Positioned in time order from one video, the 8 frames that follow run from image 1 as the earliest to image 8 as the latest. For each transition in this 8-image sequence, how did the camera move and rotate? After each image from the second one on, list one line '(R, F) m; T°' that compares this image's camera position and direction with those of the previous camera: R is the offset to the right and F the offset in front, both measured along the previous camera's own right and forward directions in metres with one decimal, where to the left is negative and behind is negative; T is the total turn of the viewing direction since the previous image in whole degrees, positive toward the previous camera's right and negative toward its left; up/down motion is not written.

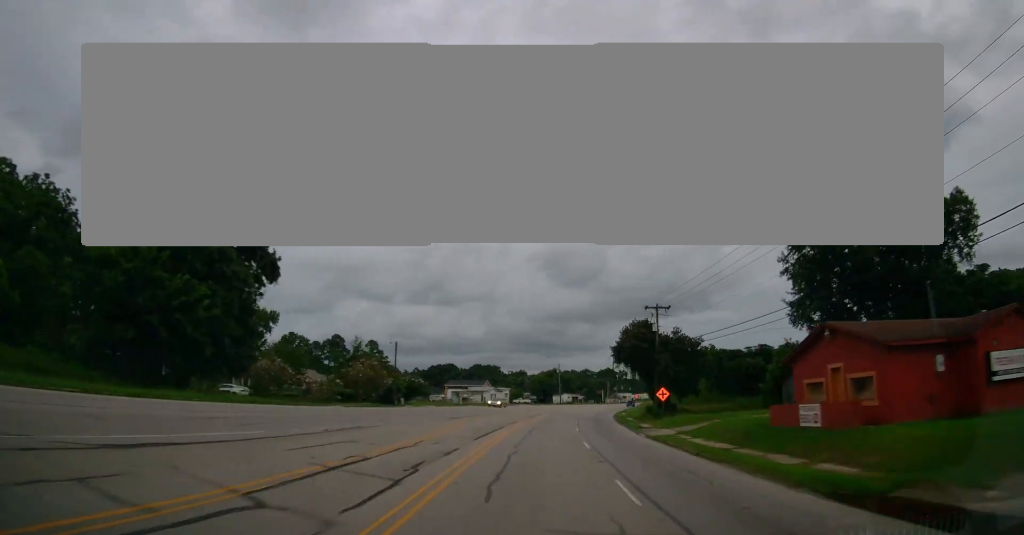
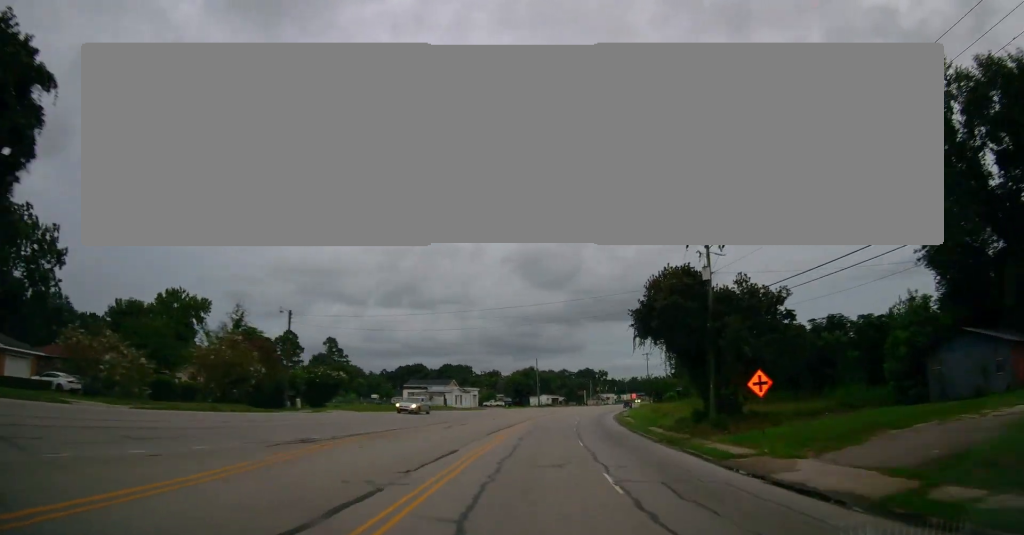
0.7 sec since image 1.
(+0.6, +22.8) m; +4°
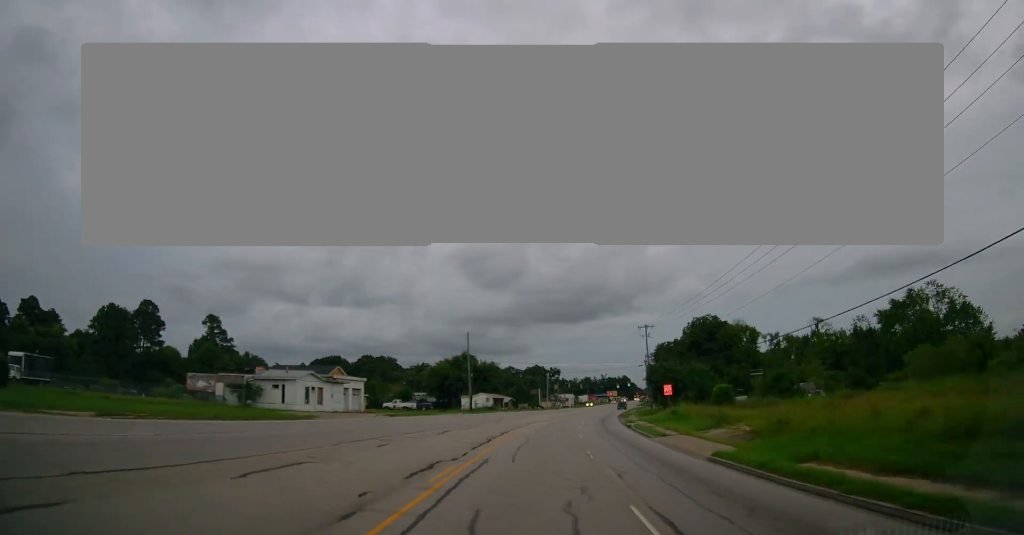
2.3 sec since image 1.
(+3.6, +52.9) m; +7°
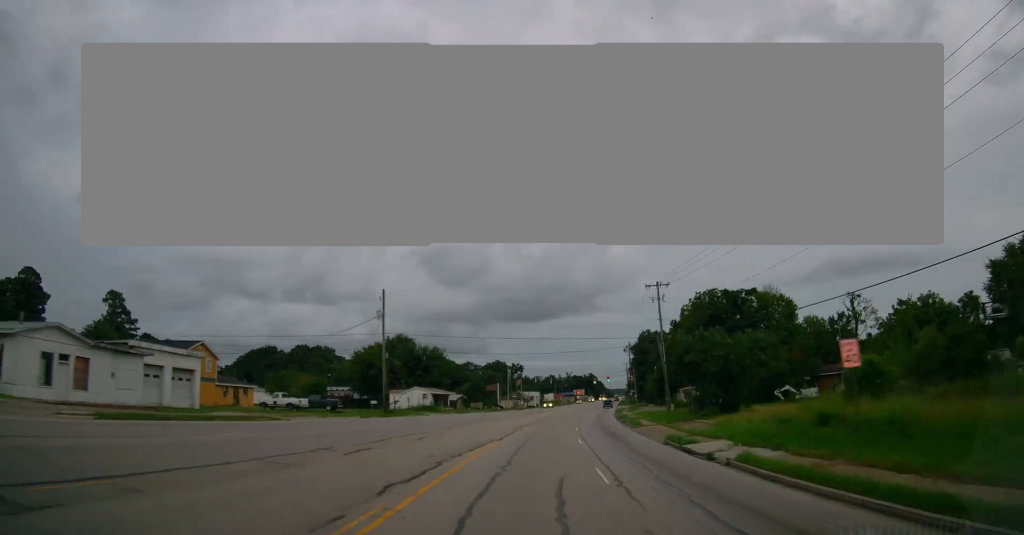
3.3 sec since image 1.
(+0.8, +30.4) m; +3°
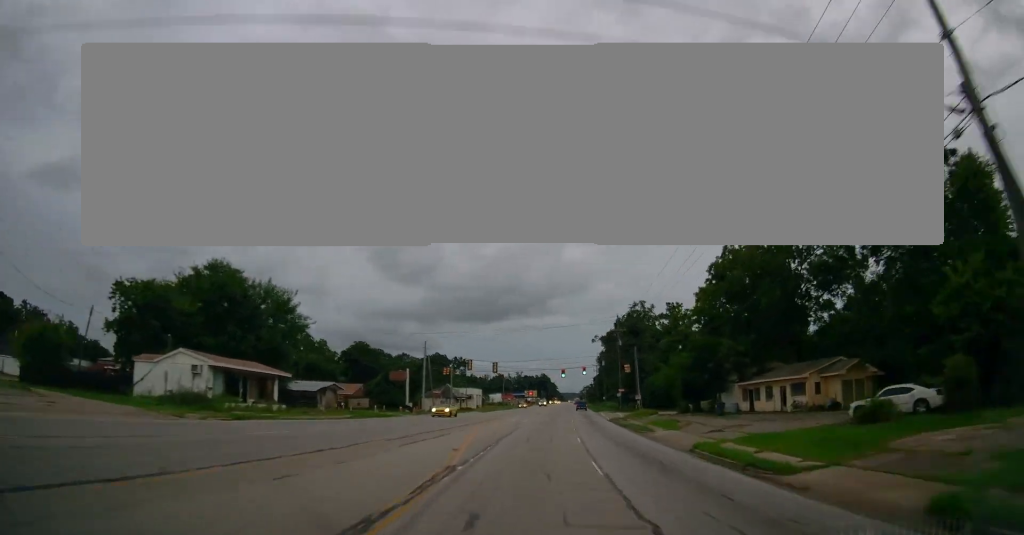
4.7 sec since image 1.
(+1.8, +47.0) m; +5°
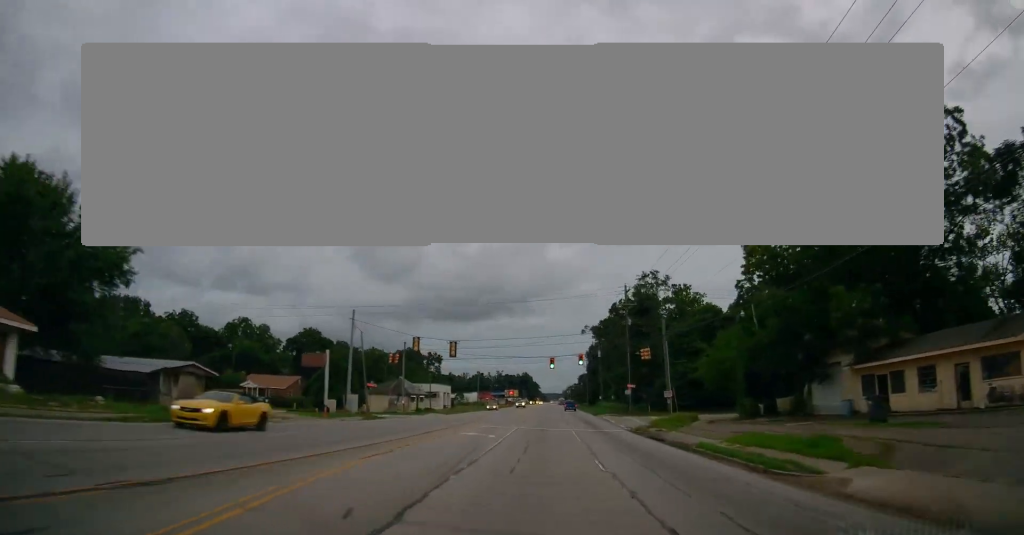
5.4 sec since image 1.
(+0.5, +23.0) m; +3°
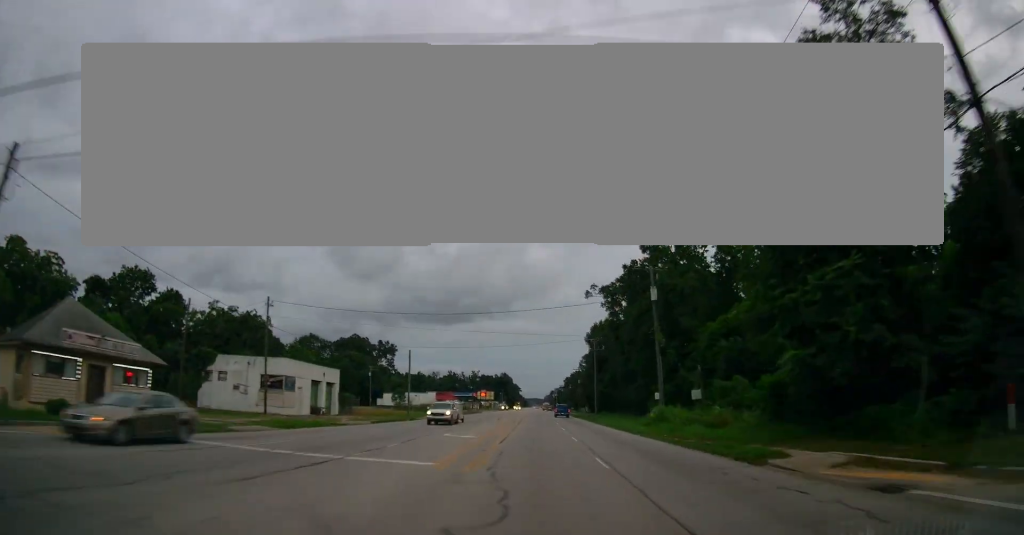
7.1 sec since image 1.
(+2.6, +56.3) m; +4°
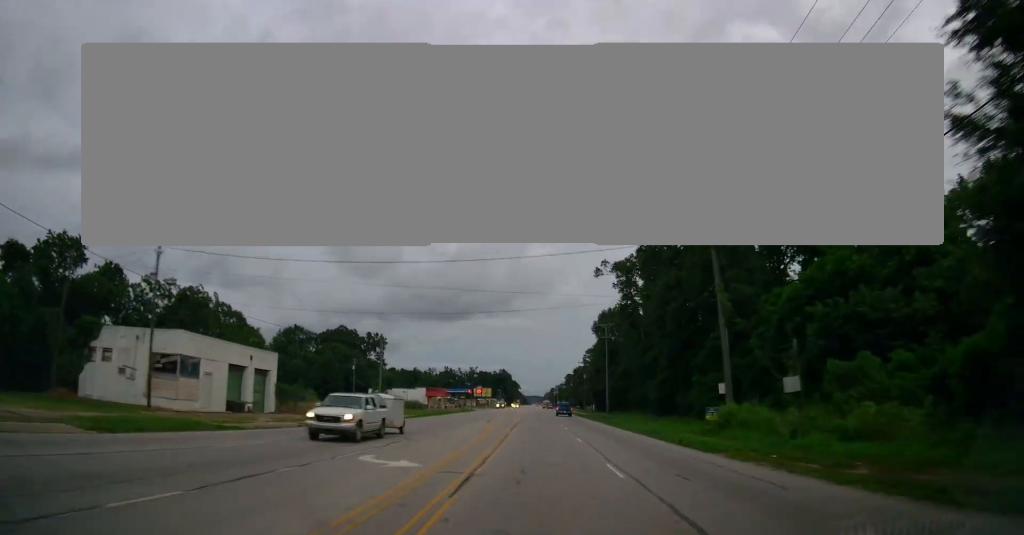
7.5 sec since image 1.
(0.0, +14.4) m; 0°
